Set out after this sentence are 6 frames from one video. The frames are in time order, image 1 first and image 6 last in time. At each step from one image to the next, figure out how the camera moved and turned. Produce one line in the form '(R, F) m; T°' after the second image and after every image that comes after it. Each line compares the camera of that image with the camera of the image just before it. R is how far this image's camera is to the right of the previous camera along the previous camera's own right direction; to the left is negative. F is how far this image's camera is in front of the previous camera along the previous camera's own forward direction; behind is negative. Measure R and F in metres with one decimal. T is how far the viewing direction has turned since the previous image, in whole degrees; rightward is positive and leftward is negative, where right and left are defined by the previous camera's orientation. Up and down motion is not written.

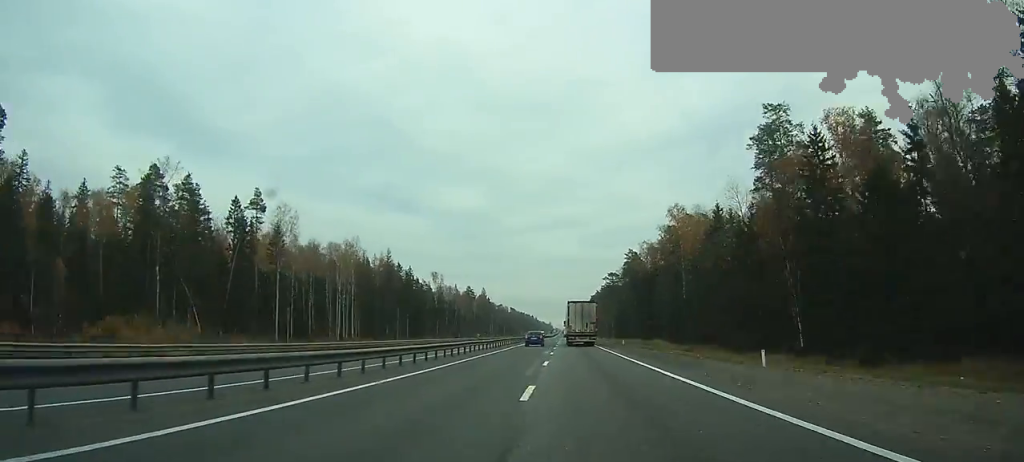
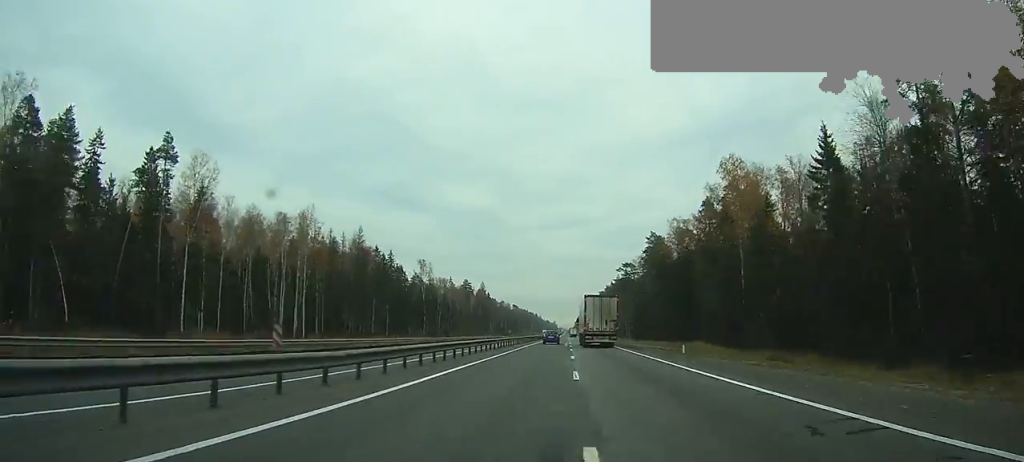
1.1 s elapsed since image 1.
(0.0, +29.2) m; 0°
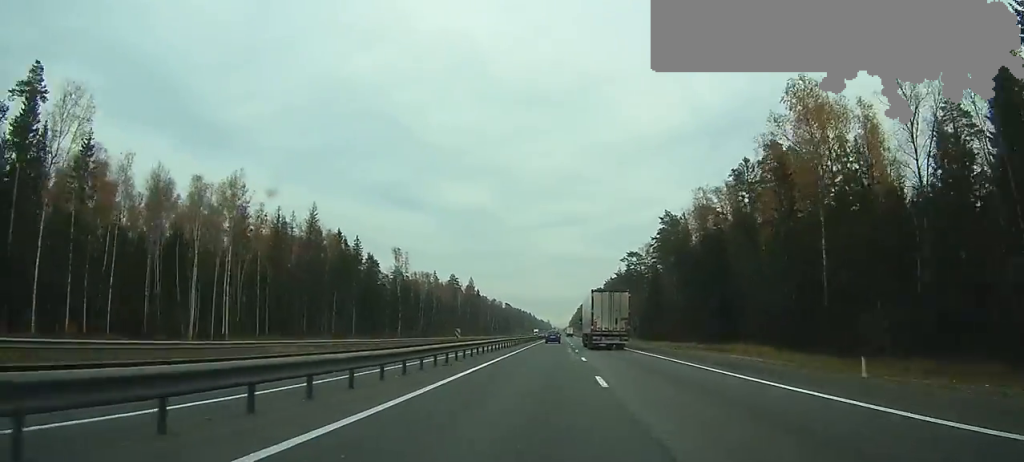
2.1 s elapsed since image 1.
(0.0, +23.9) m; 0°
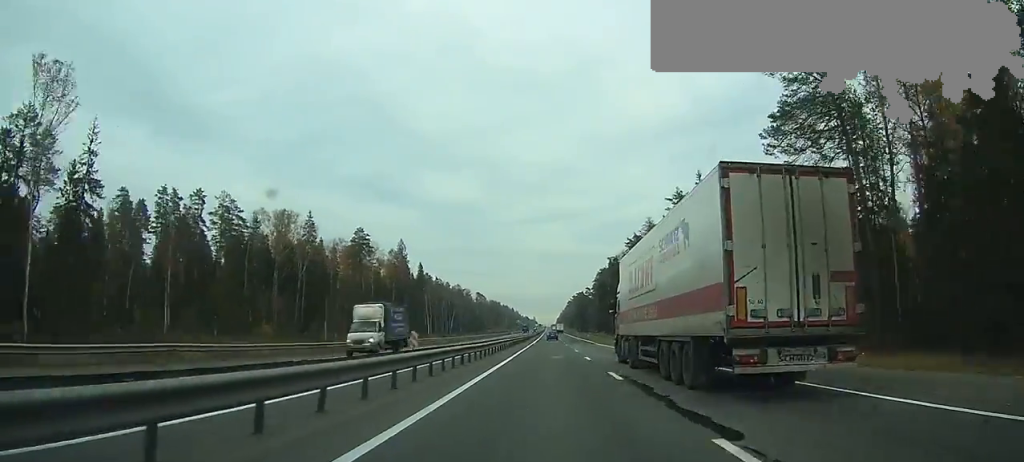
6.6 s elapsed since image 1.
(+0.5, +123.5) m; +1°
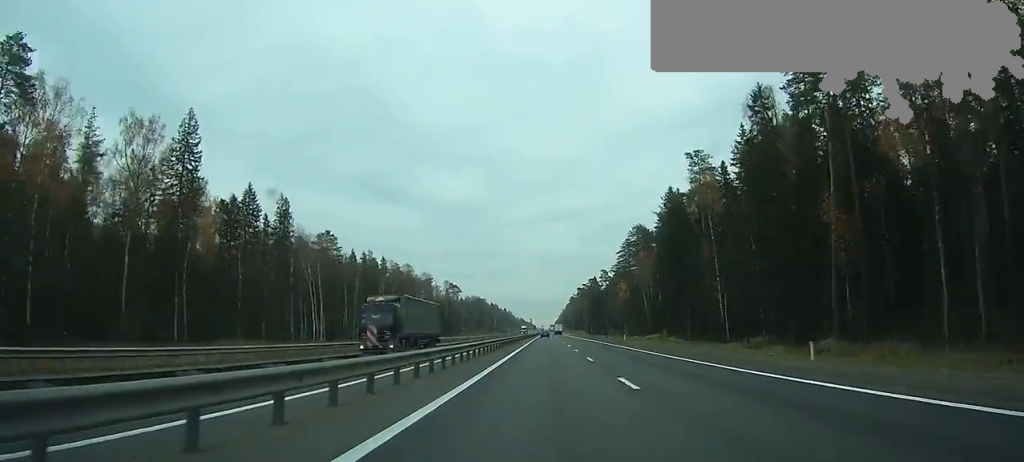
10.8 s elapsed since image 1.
(+0.7, +131.6) m; +1°
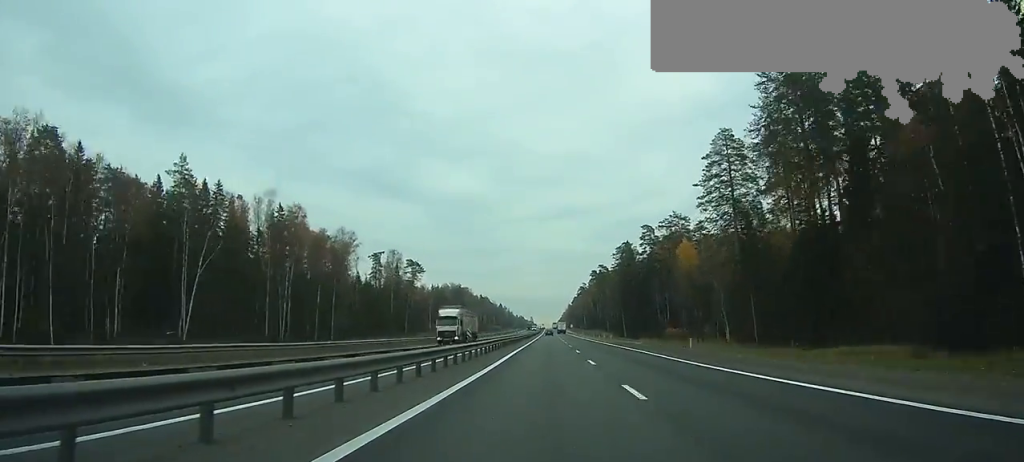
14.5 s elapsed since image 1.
(0.0, +114.0) m; 0°
